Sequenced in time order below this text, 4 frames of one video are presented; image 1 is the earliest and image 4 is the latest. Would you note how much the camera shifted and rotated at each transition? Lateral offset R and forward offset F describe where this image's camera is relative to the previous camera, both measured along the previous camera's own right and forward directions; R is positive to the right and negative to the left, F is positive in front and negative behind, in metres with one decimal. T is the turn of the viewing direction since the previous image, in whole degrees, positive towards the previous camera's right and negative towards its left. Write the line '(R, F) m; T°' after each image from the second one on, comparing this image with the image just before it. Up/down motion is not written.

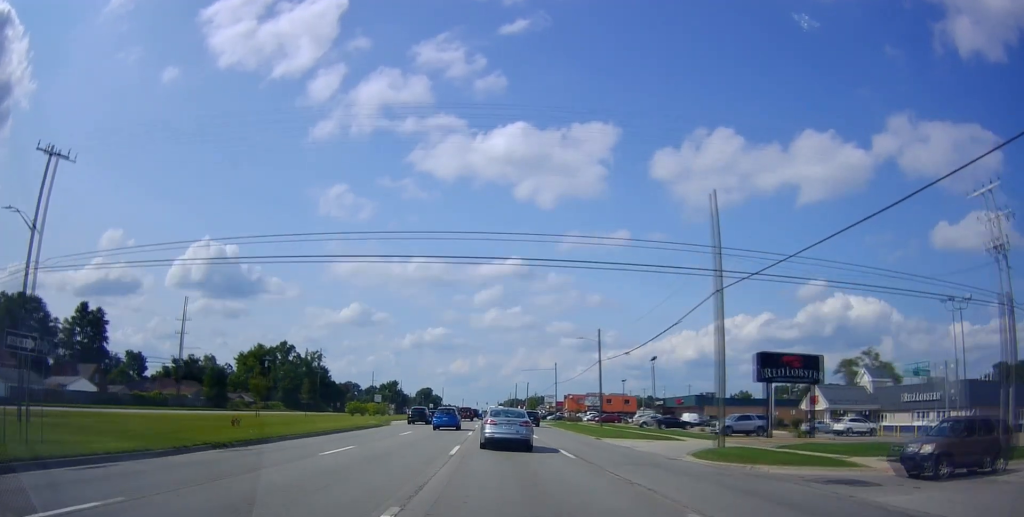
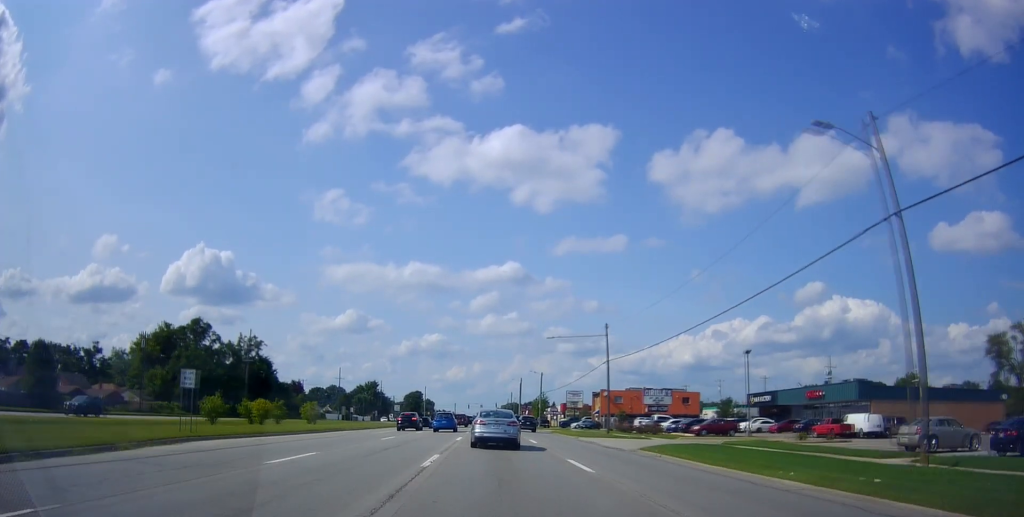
(-0.6, +50.2) m; 0°
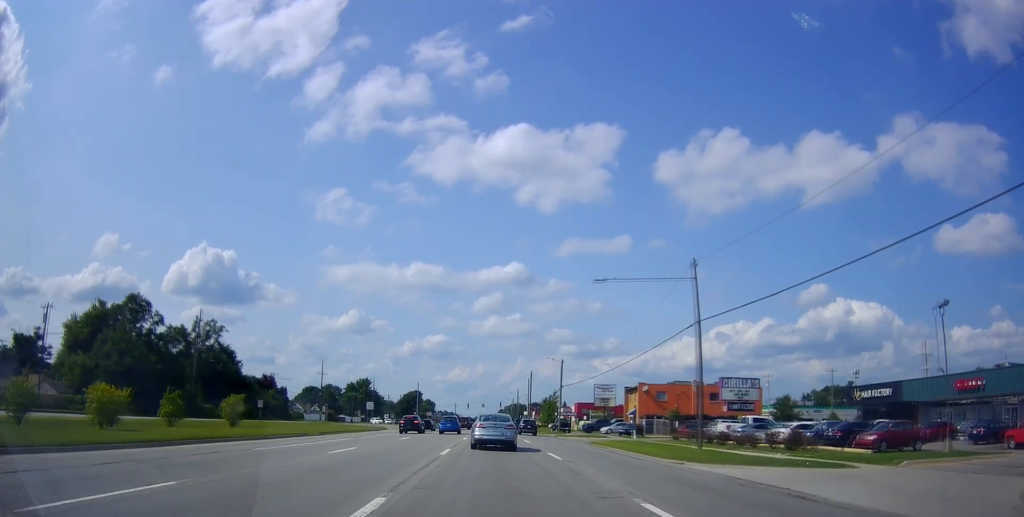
(+0.5, +24.8) m; +1°
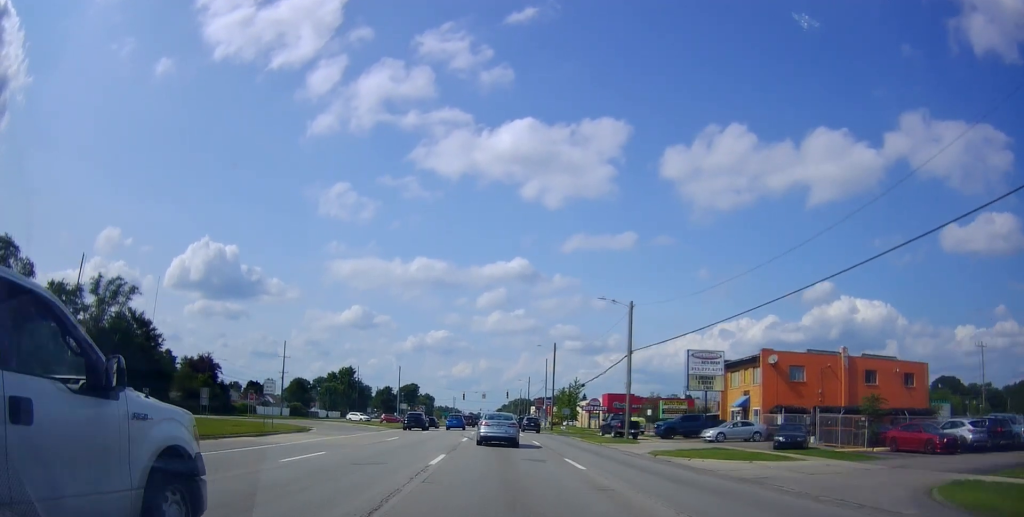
(-1.6, +35.6) m; -1°
